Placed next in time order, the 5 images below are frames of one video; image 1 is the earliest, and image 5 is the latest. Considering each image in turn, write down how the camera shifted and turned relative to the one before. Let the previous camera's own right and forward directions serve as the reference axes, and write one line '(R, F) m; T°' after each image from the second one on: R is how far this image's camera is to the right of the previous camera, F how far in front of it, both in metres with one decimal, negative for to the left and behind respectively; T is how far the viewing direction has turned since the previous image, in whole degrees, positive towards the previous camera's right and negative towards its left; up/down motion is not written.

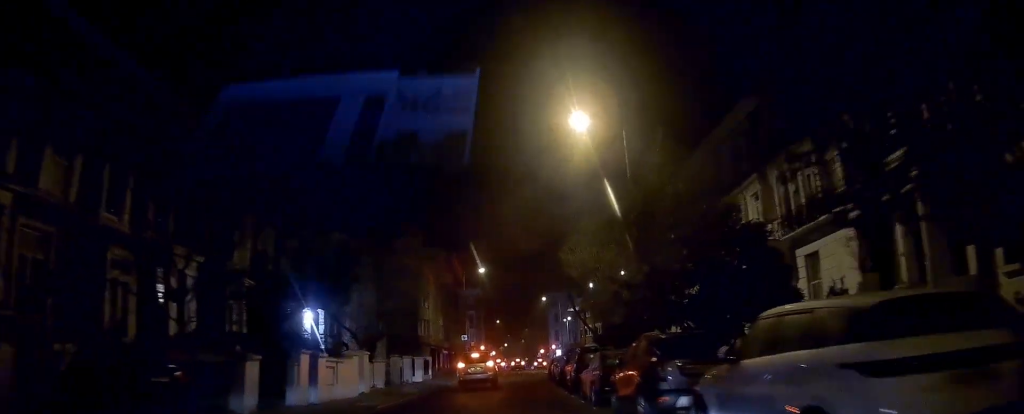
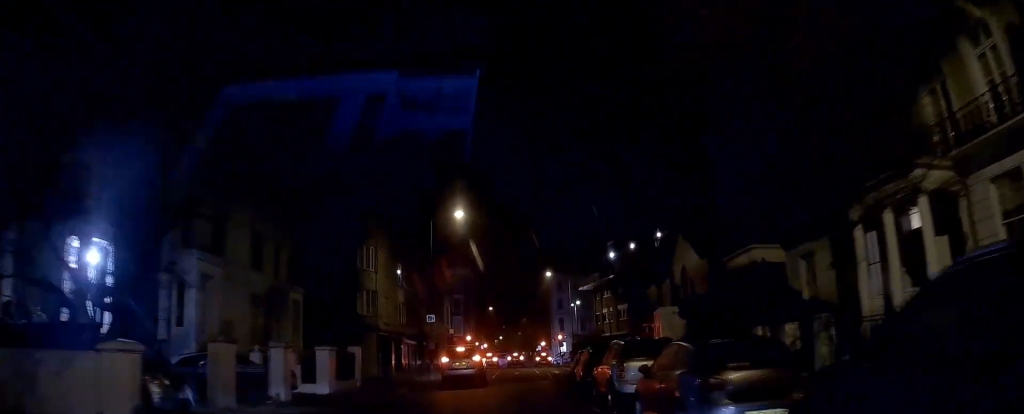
(+0.1, +22.1) m; +1°
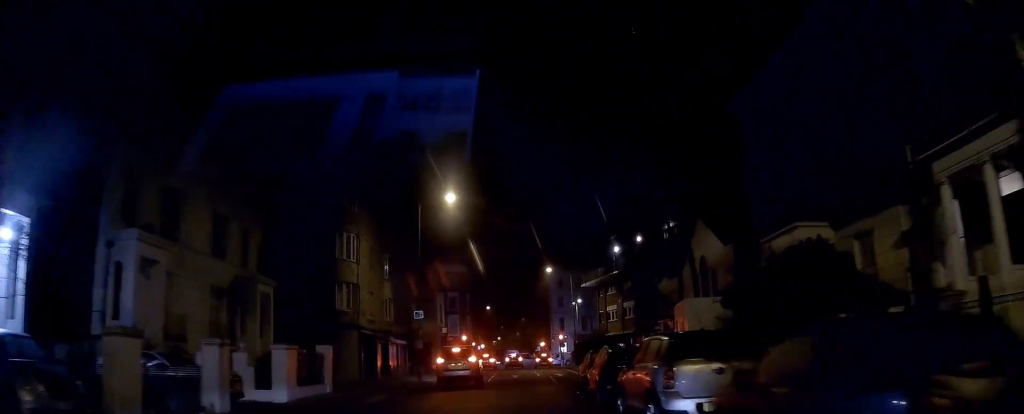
(0.0, +4.4) m; 0°
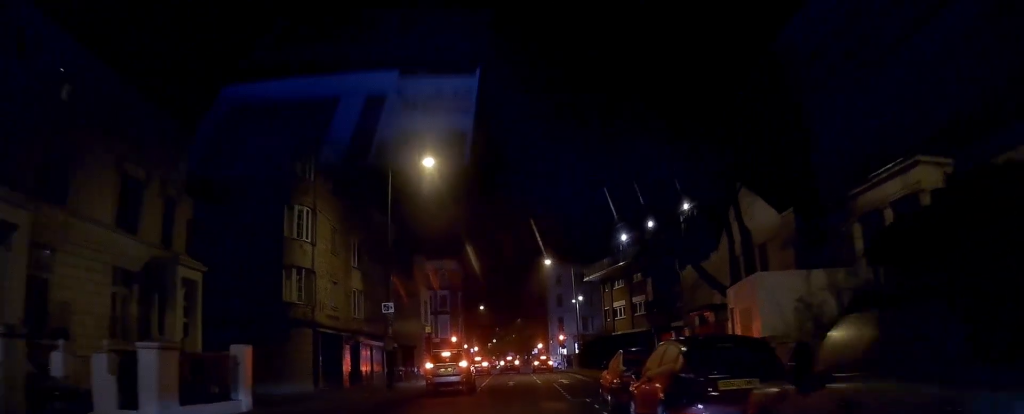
(-0.1, +7.5) m; -1°
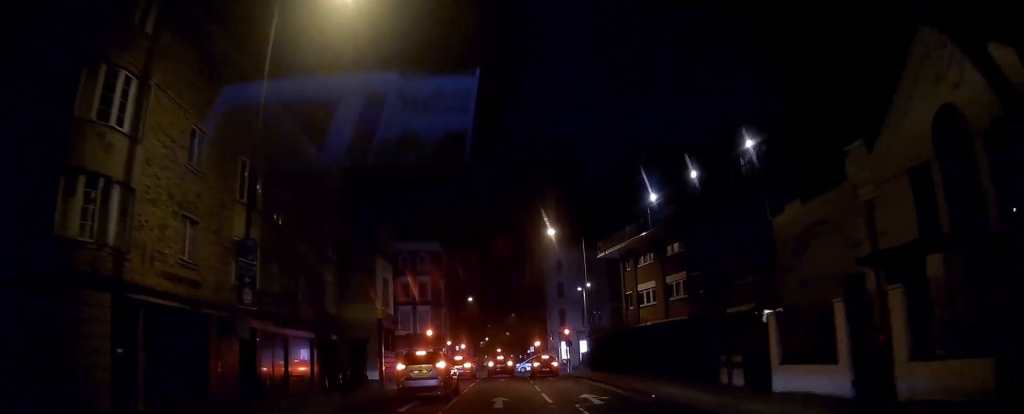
(+0.4, +14.4) m; +2°
